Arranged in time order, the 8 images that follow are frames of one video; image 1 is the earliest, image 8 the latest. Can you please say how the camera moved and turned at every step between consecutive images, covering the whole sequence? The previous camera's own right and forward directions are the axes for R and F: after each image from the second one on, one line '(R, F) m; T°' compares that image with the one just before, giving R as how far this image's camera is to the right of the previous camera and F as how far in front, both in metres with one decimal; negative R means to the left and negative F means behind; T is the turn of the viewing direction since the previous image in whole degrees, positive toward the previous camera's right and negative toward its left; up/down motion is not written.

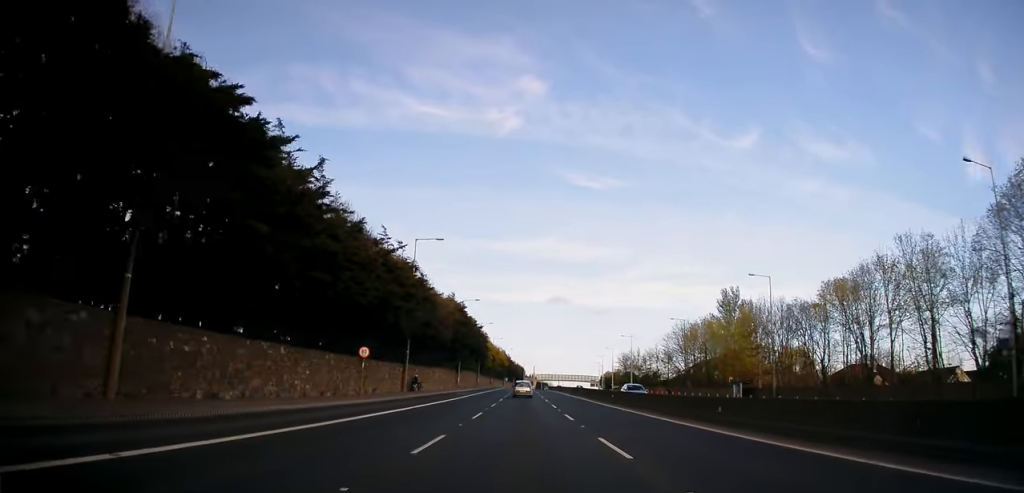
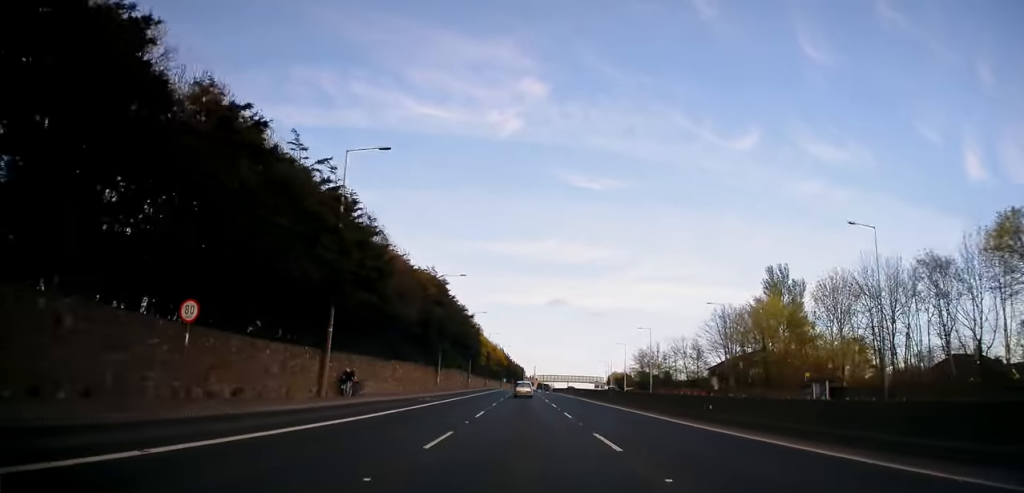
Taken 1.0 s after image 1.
(0.0, +22.2) m; 0°
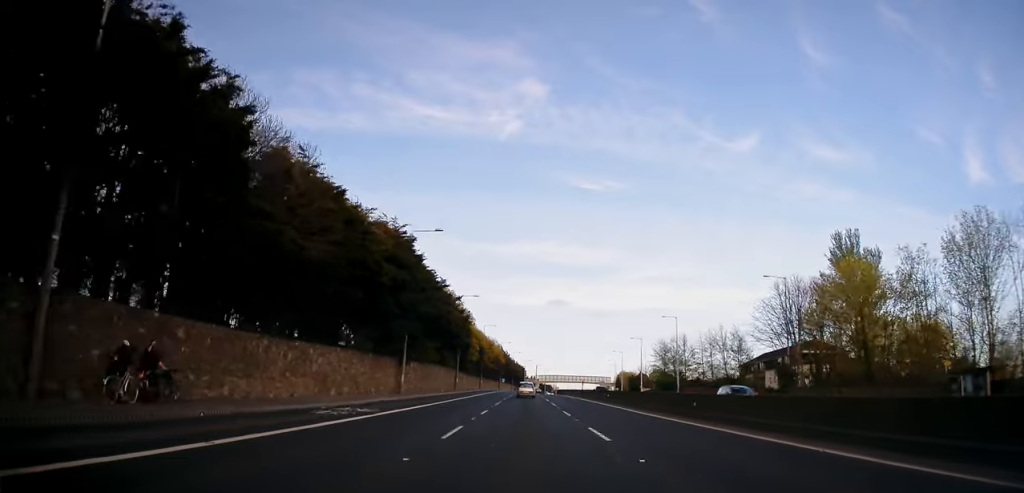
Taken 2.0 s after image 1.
(+0.2, +21.2) m; +1°
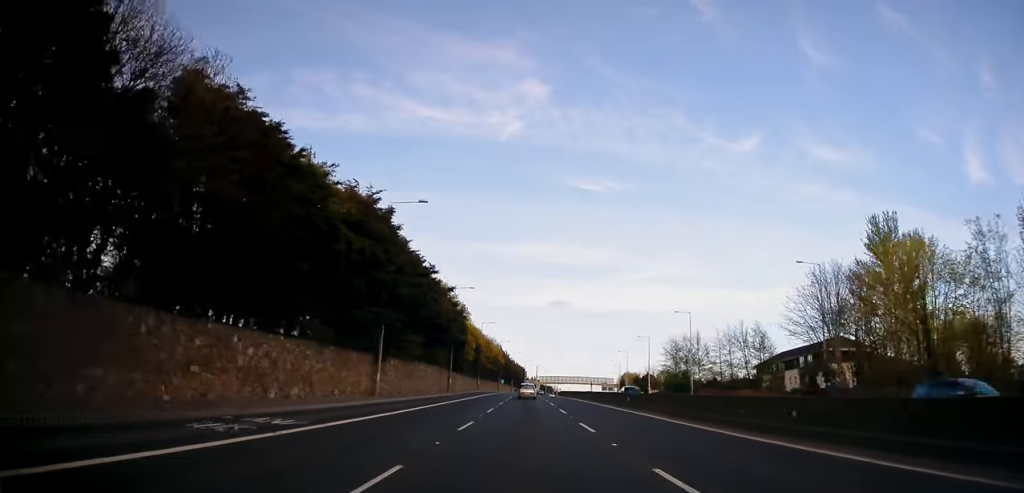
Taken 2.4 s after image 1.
(+0.2, +8.5) m; 0°
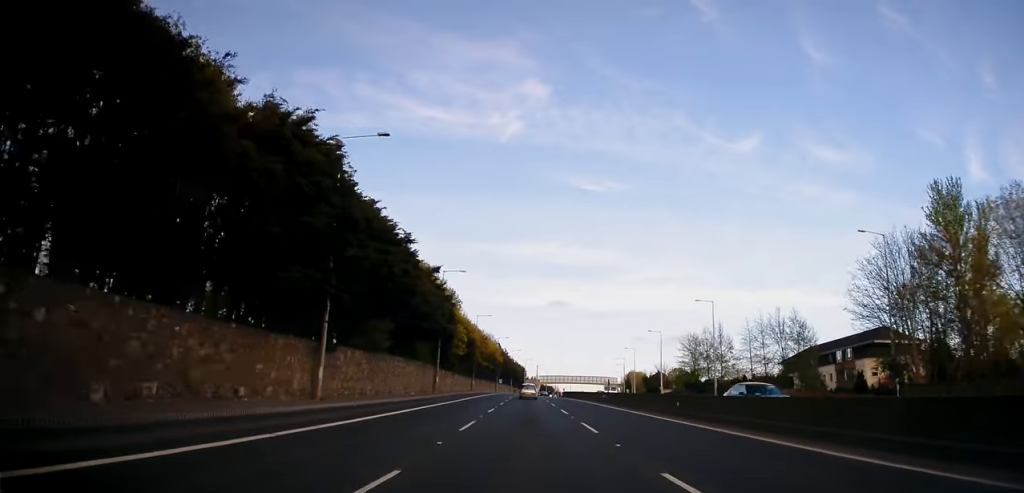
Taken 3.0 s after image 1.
(+0.1, +11.8) m; 0°
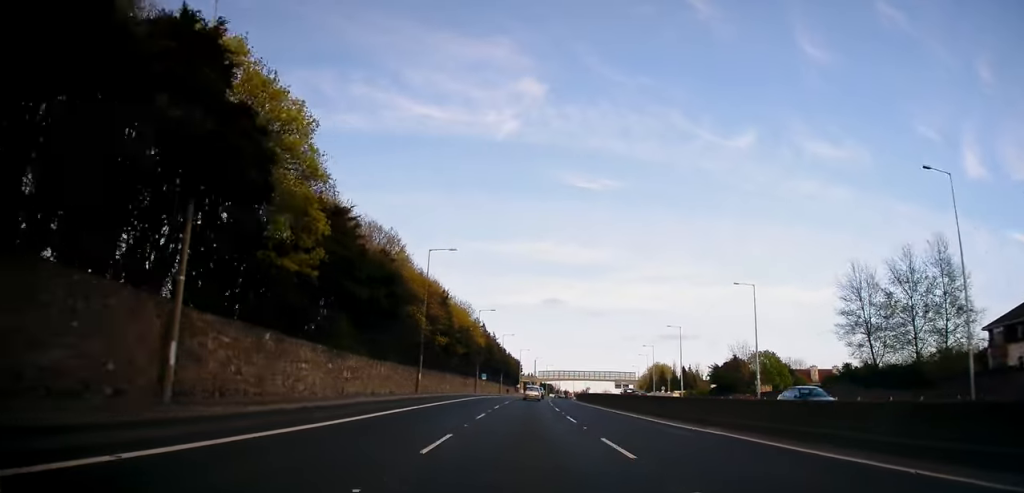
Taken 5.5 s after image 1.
(-0.2, +52.6) m; 0°
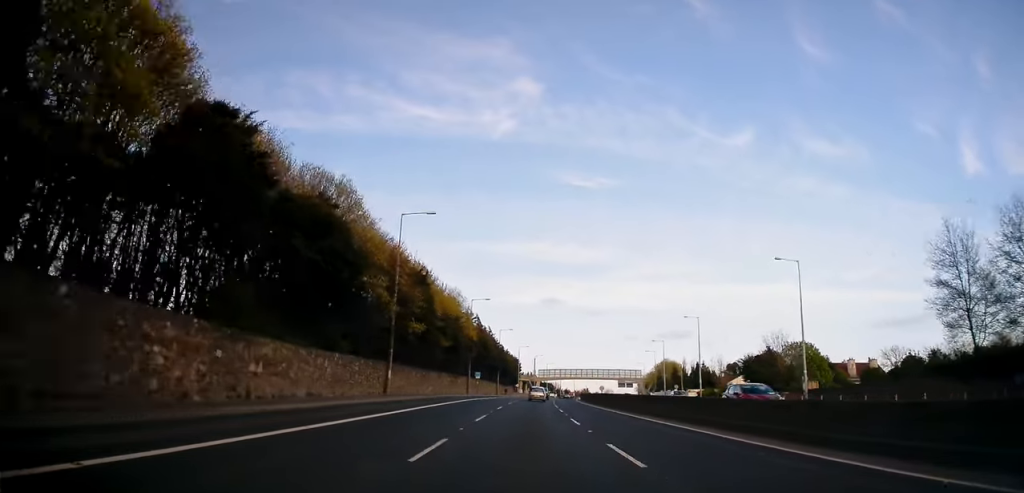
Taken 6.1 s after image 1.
(-0.1, +12.5) m; 0°
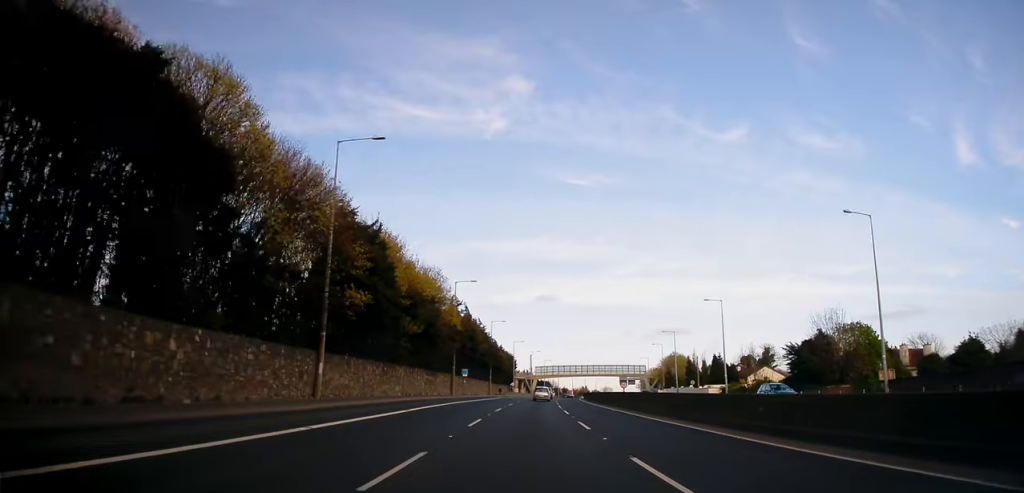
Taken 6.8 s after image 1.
(-0.3, +14.2) m; 0°
